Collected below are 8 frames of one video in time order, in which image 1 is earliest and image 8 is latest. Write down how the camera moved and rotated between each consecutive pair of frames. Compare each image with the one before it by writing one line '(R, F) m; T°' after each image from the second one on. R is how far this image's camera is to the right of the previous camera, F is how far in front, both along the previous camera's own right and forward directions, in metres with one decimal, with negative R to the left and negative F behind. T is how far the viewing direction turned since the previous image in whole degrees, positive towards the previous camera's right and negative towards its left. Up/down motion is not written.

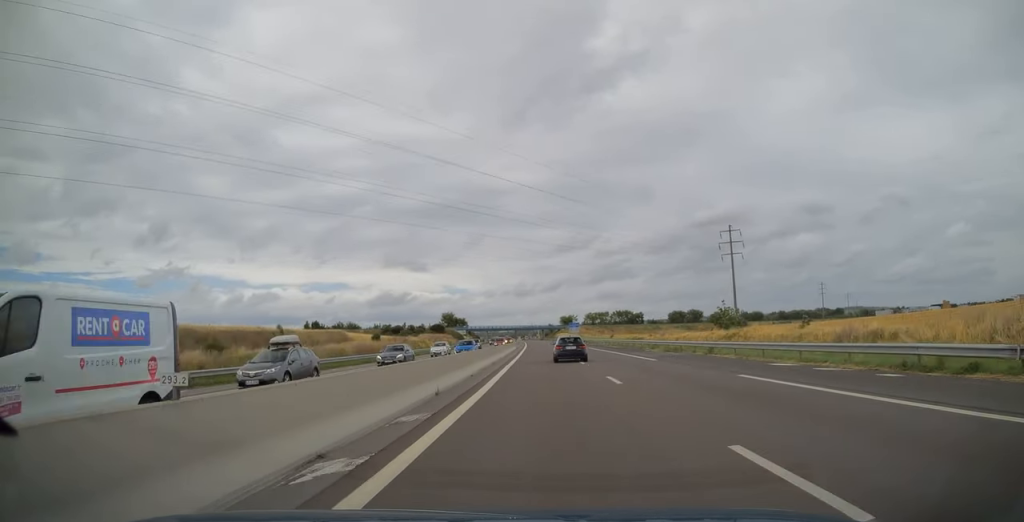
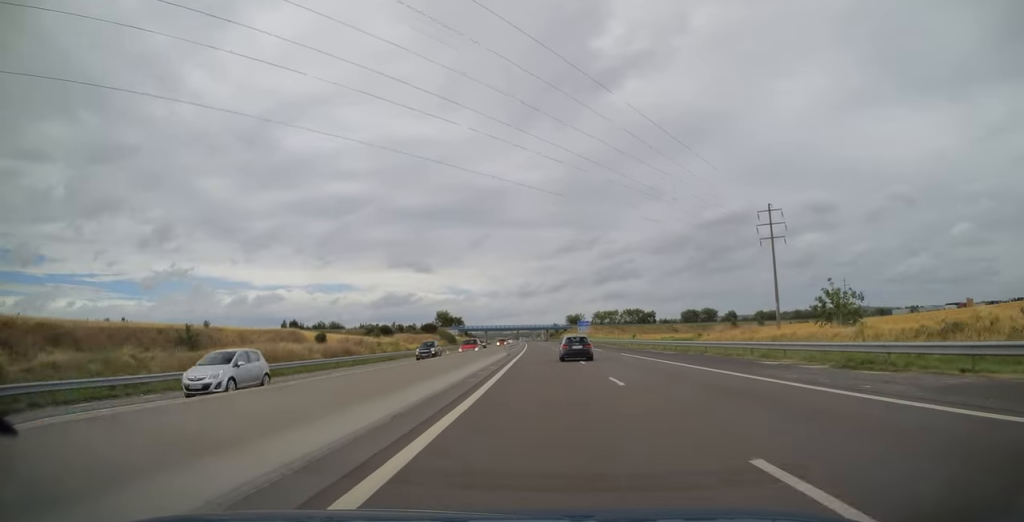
(-0.1, +26.6) m; 0°
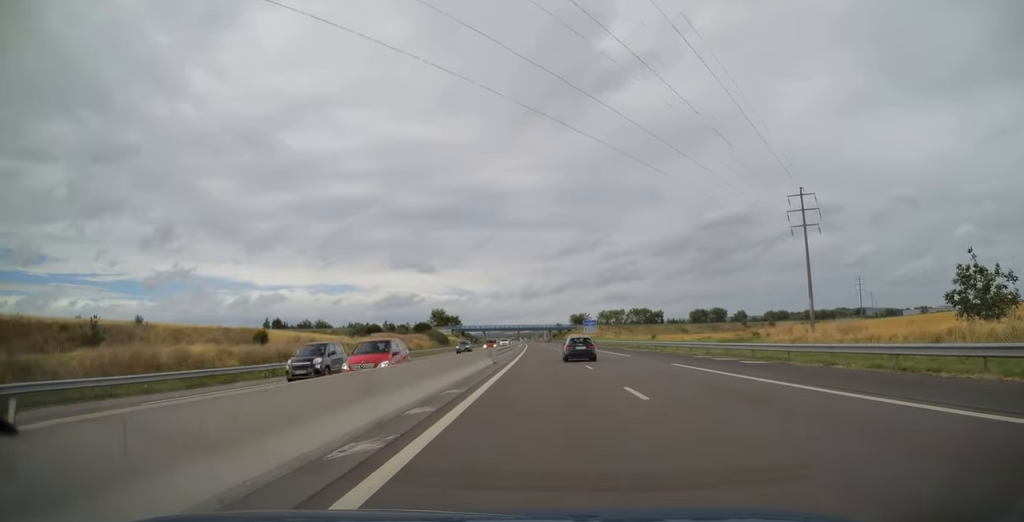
(-0.1, +16.5) m; 0°
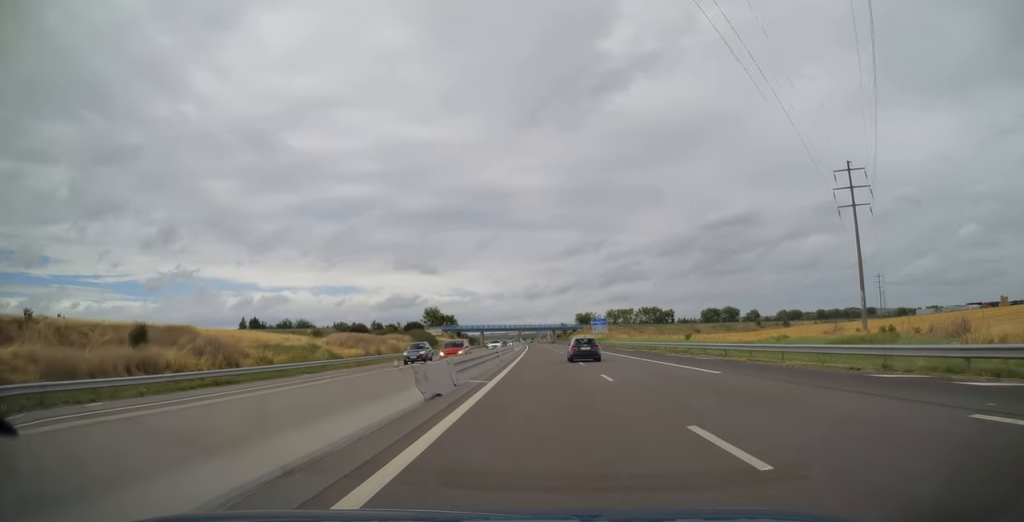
(0.0, +19.4) m; 0°
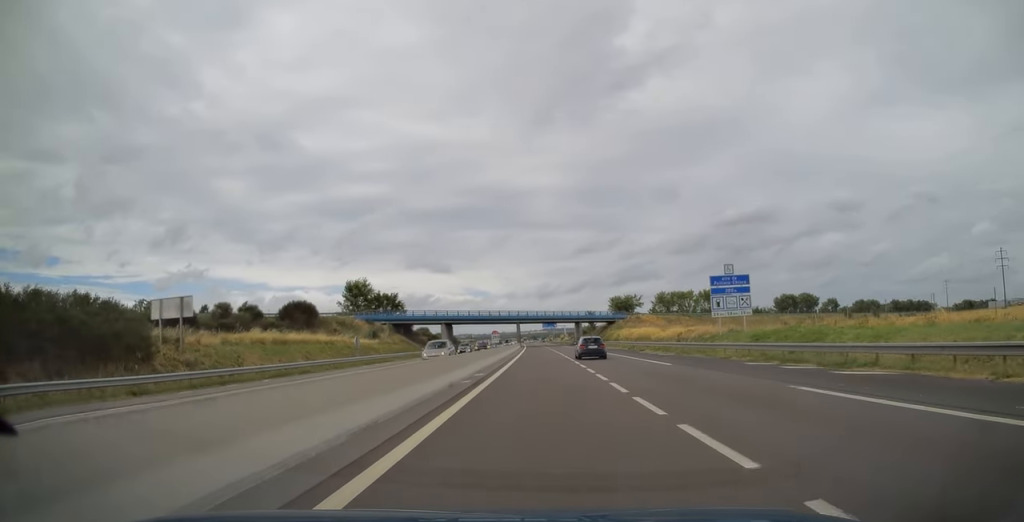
(-0.9, +98.6) m; -1°
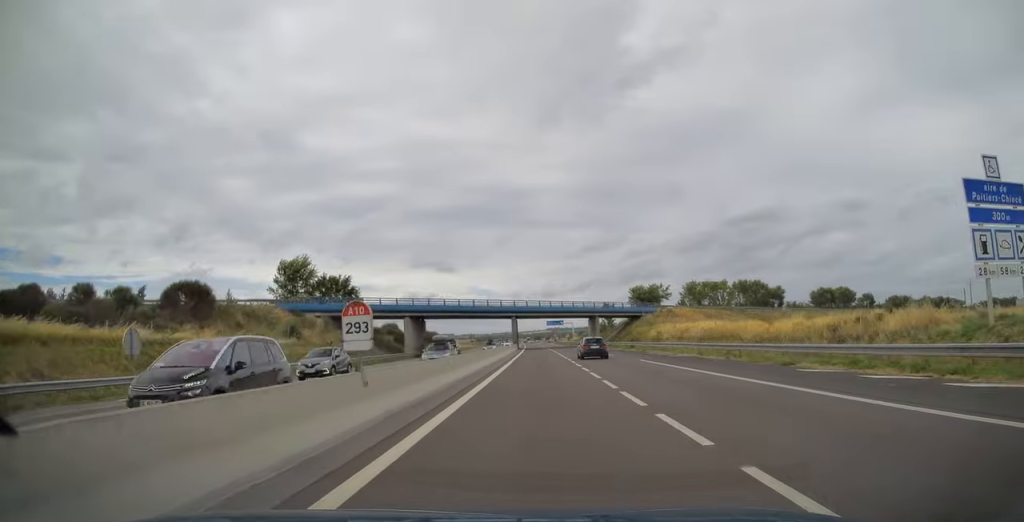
(-0.2, +32.9) m; -1°
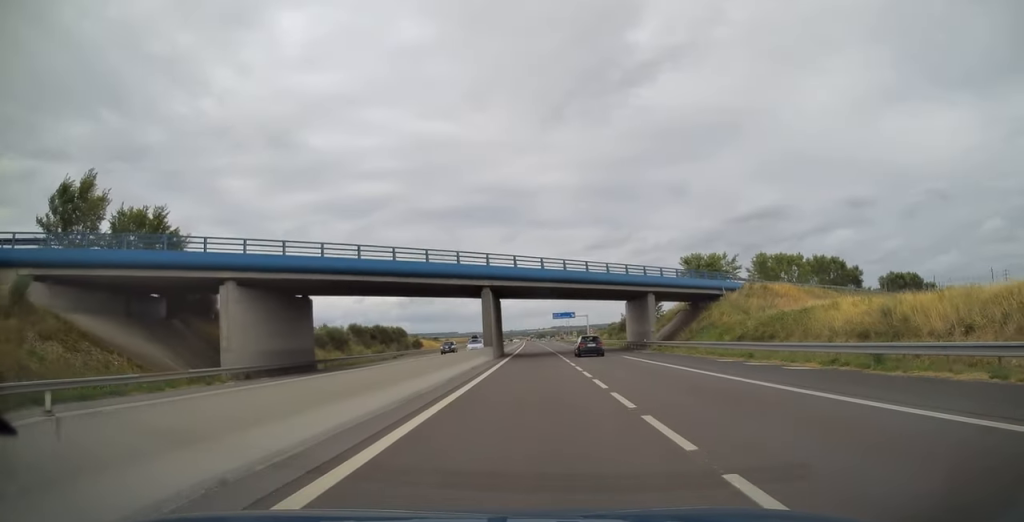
(-0.3, +47.4) m; 0°
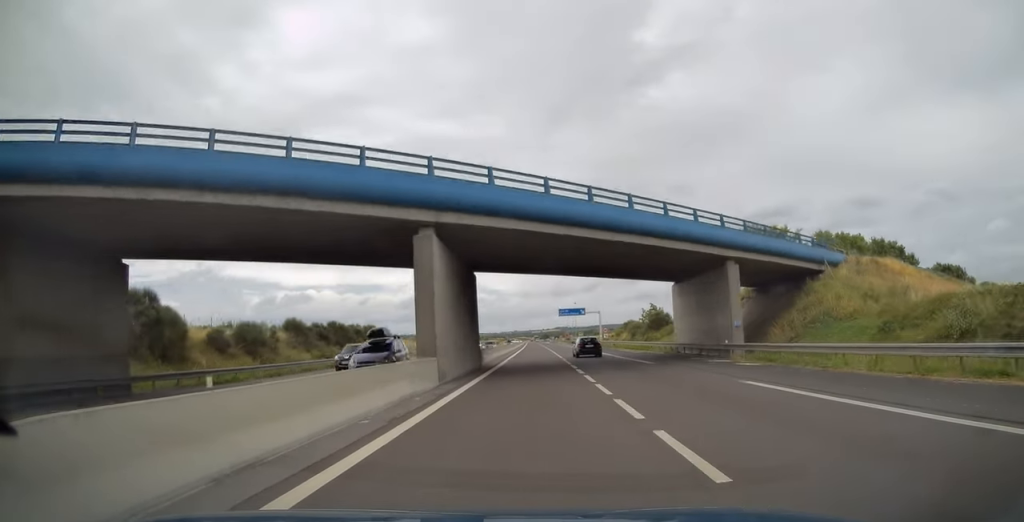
(+0.1, +22.7) m; 0°
